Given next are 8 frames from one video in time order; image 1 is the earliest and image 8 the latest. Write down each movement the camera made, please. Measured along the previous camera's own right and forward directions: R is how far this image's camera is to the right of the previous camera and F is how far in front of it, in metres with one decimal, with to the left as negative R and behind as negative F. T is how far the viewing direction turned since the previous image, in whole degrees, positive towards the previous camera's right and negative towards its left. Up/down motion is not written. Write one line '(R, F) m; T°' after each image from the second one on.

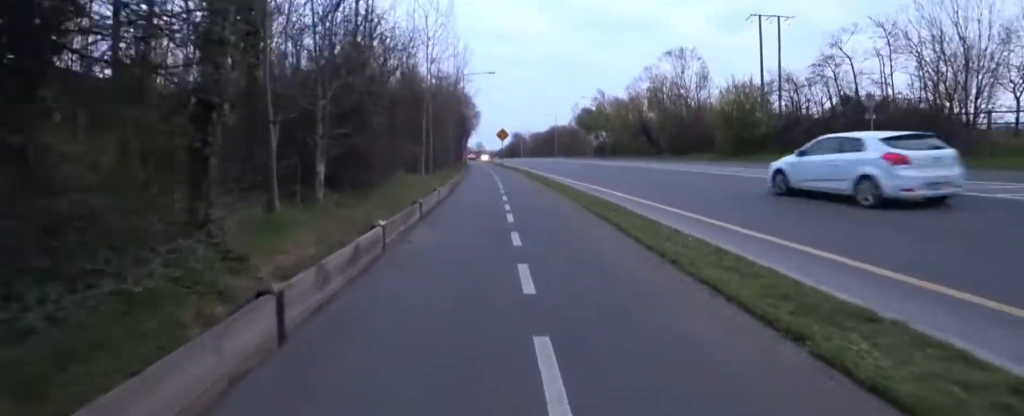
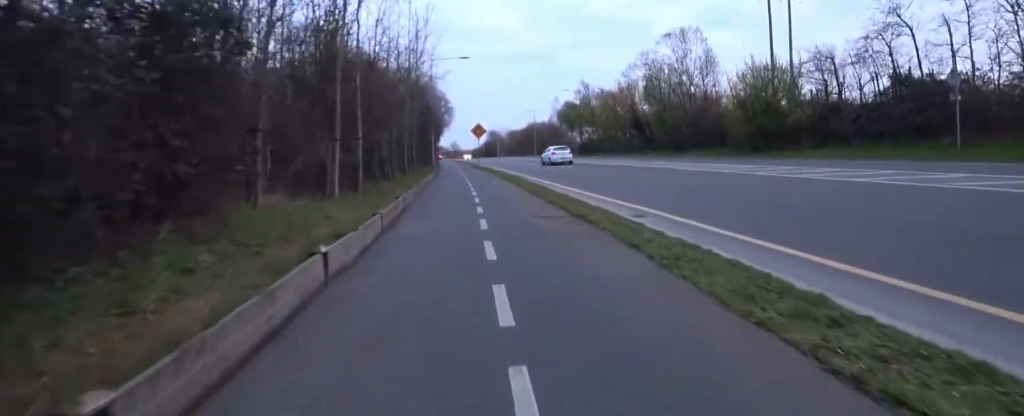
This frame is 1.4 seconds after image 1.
(-0.8, +5.7) m; 0°
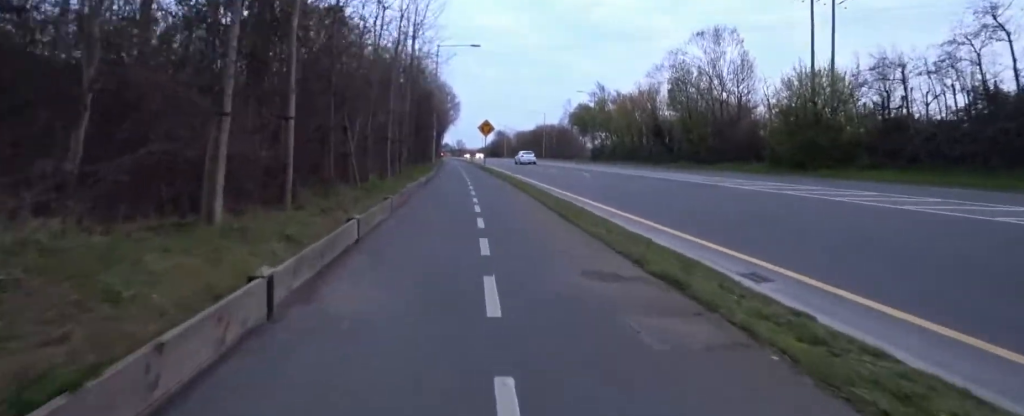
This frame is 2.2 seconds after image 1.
(+1.0, +3.4) m; 0°
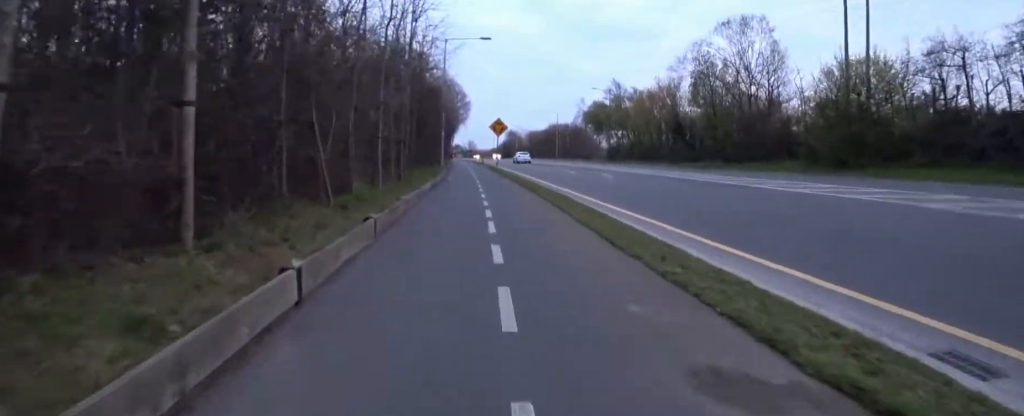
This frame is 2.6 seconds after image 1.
(-0.2, +1.9) m; 0°
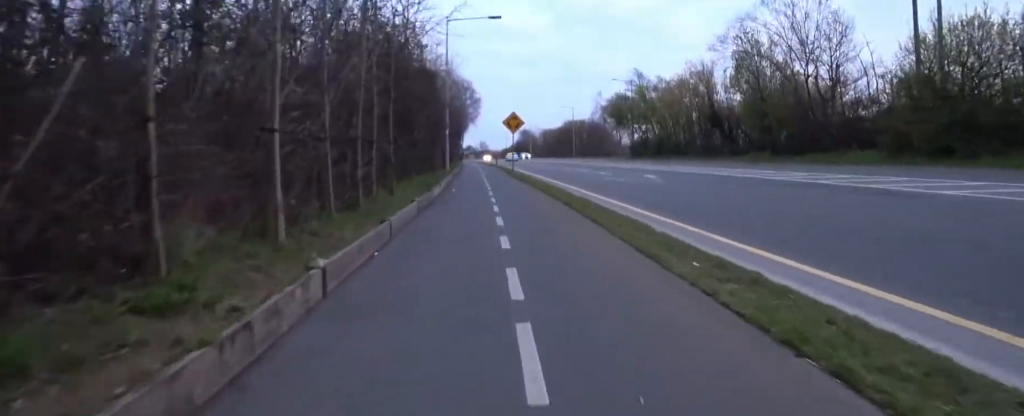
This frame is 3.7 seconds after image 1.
(-0.5, +4.2) m; -1°
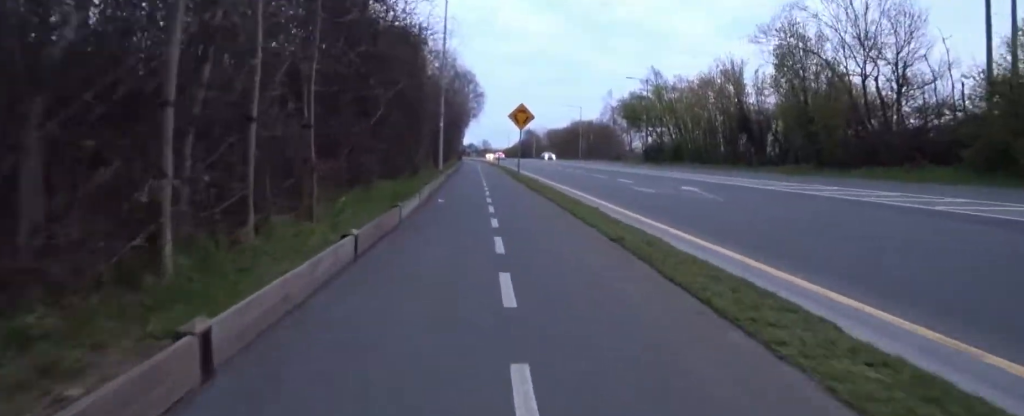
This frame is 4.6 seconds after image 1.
(+0.5, +3.8) m; -1°
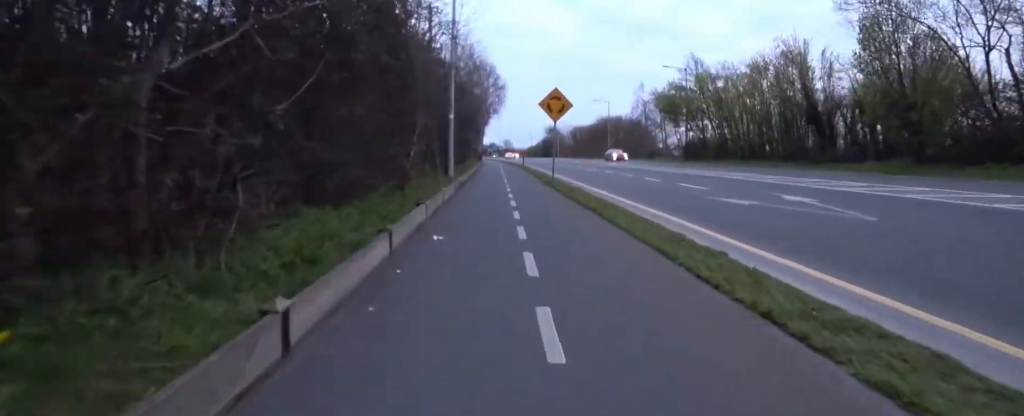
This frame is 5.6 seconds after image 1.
(-0.7, +4.6) m; -3°
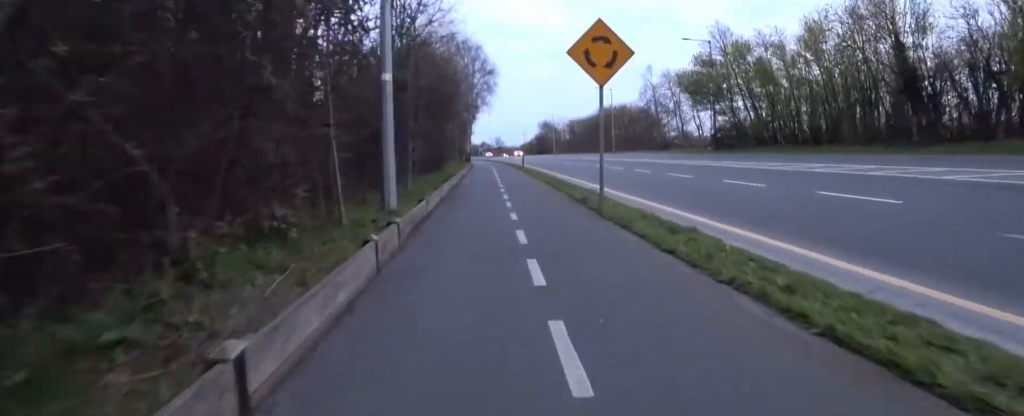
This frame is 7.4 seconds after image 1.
(-0.1, +7.9) m; +4°
